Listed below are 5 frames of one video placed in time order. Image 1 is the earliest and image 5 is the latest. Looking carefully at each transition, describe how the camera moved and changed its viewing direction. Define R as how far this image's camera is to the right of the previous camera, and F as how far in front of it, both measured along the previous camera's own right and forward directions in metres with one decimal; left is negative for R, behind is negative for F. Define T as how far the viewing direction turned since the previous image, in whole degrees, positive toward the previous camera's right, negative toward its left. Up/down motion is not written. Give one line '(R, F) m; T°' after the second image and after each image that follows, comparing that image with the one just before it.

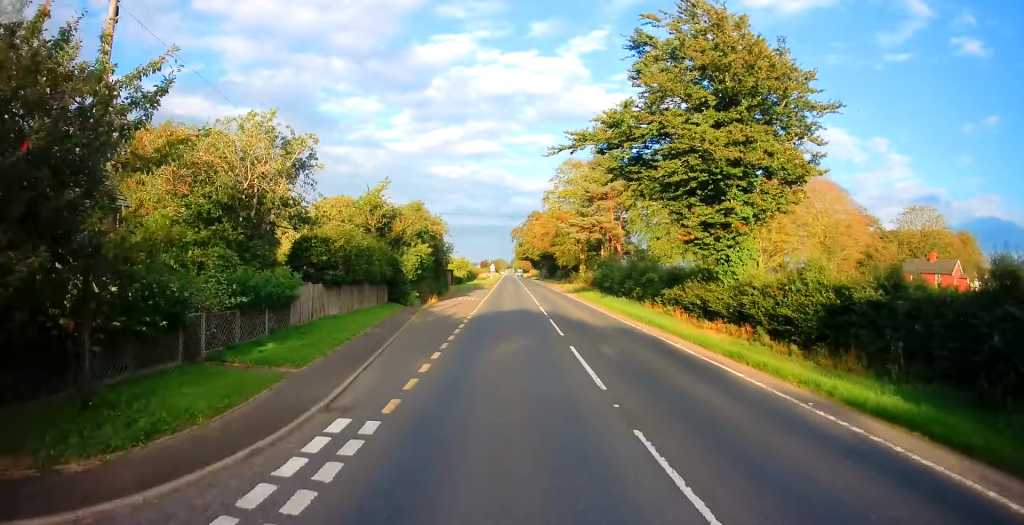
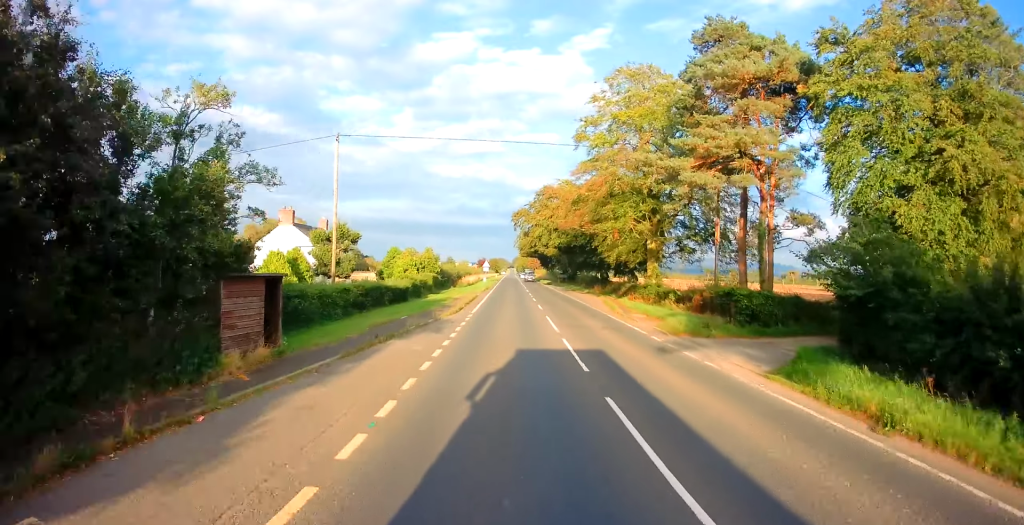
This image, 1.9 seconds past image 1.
(-0.1, +42.7) m; 0°
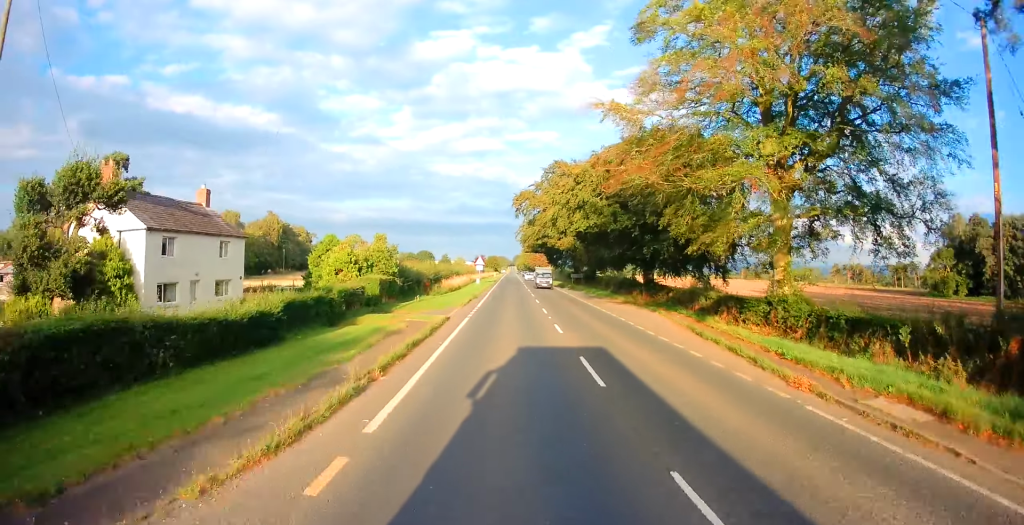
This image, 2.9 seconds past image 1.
(-0.5, +22.1) m; 0°
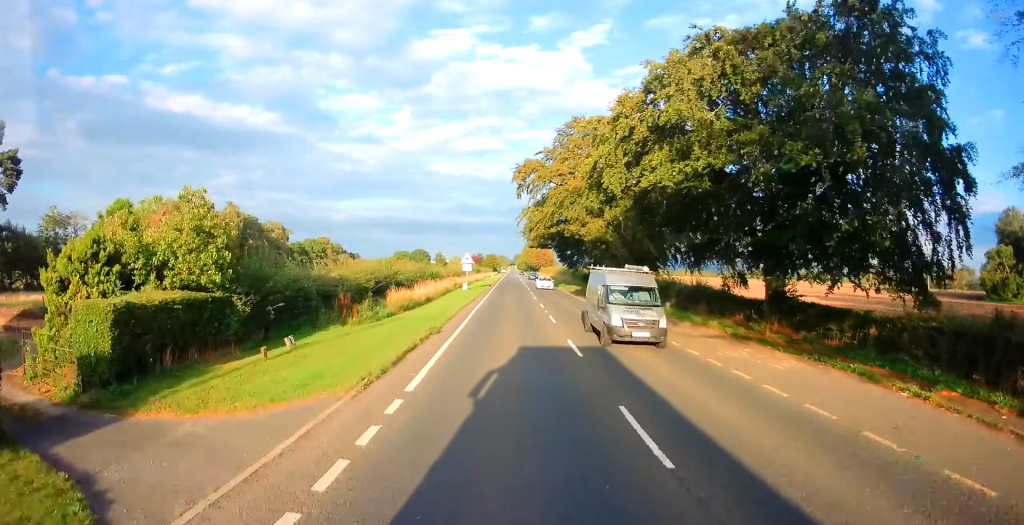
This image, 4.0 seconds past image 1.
(+0.5, +22.8) m; 0°
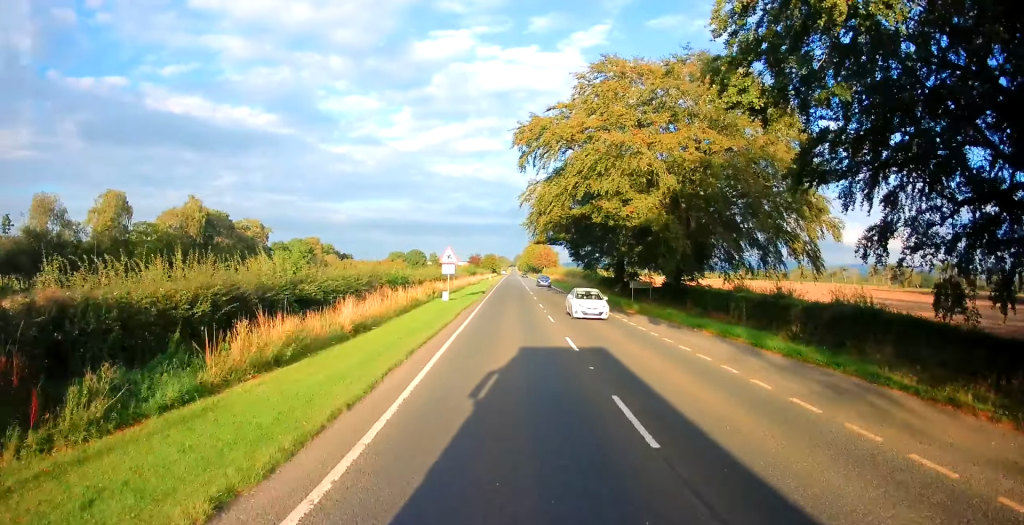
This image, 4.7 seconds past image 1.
(-0.4, +17.0) m; 0°
